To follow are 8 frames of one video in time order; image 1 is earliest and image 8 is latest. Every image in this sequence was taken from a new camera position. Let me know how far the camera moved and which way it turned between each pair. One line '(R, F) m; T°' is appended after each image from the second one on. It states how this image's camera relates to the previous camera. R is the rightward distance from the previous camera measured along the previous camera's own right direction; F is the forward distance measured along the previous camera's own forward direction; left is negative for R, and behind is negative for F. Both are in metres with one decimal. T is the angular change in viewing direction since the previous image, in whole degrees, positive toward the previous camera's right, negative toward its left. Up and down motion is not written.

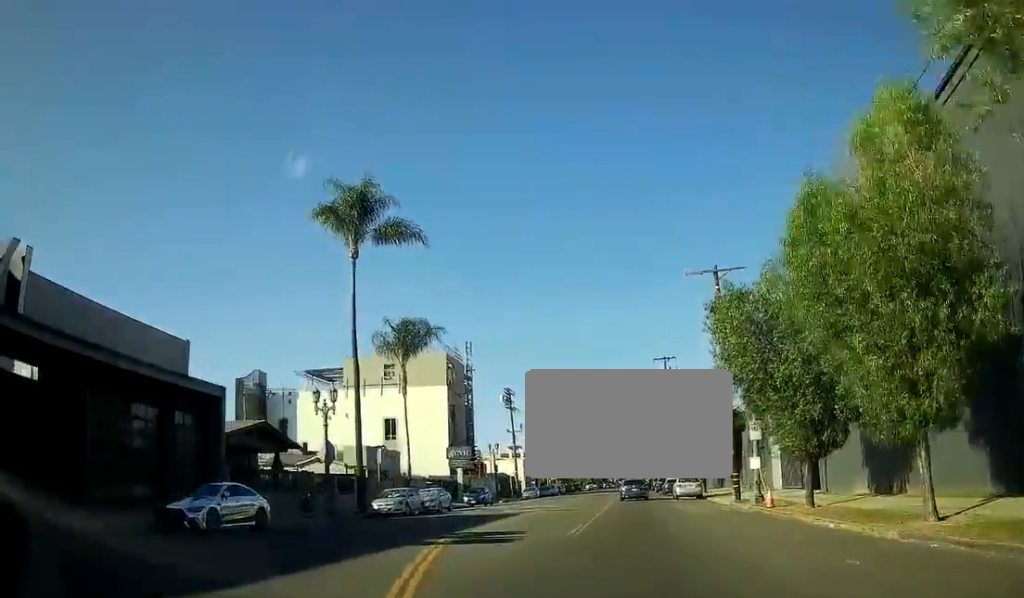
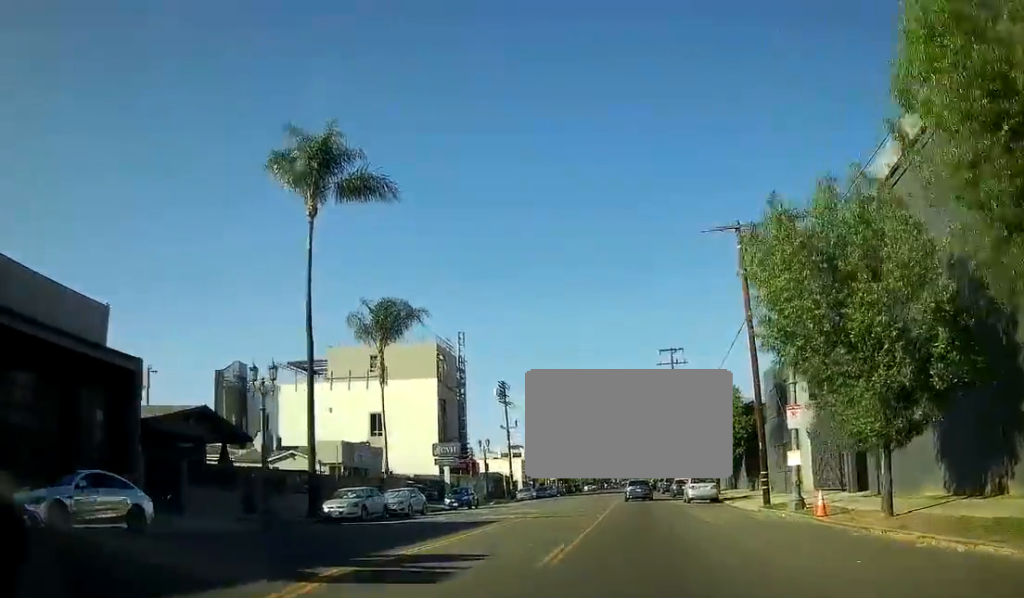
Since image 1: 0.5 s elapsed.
(0.0, +7.0) m; 0°
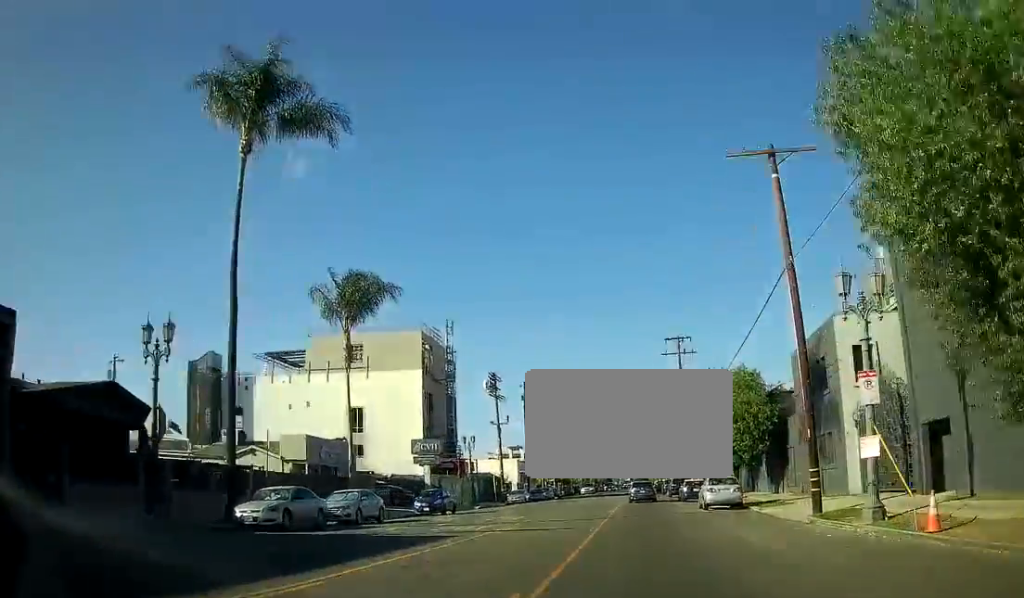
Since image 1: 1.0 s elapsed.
(0.0, +7.5) m; 0°
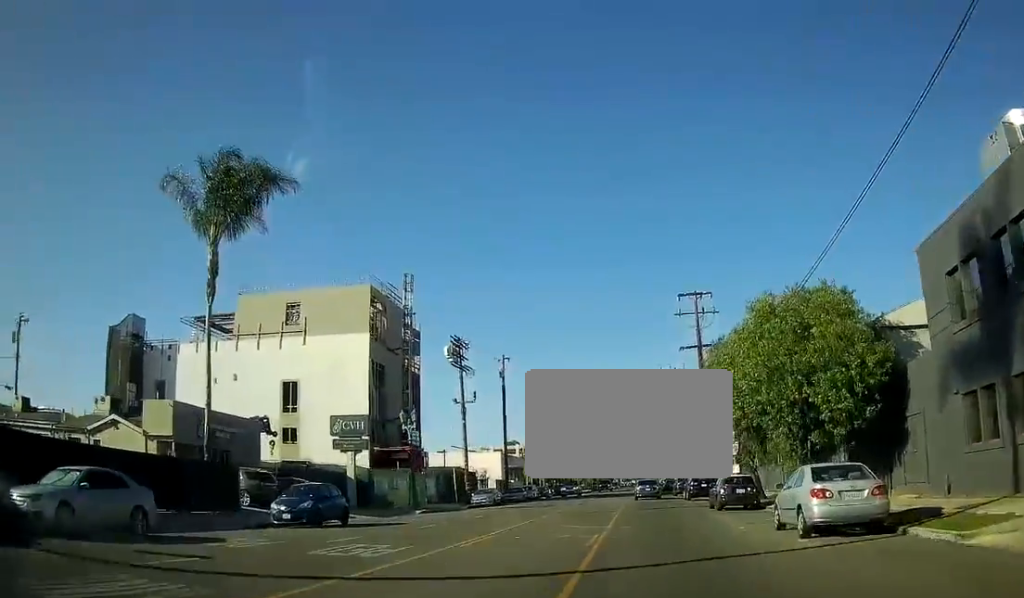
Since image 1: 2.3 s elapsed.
(0.0, +17.3) m; 0°
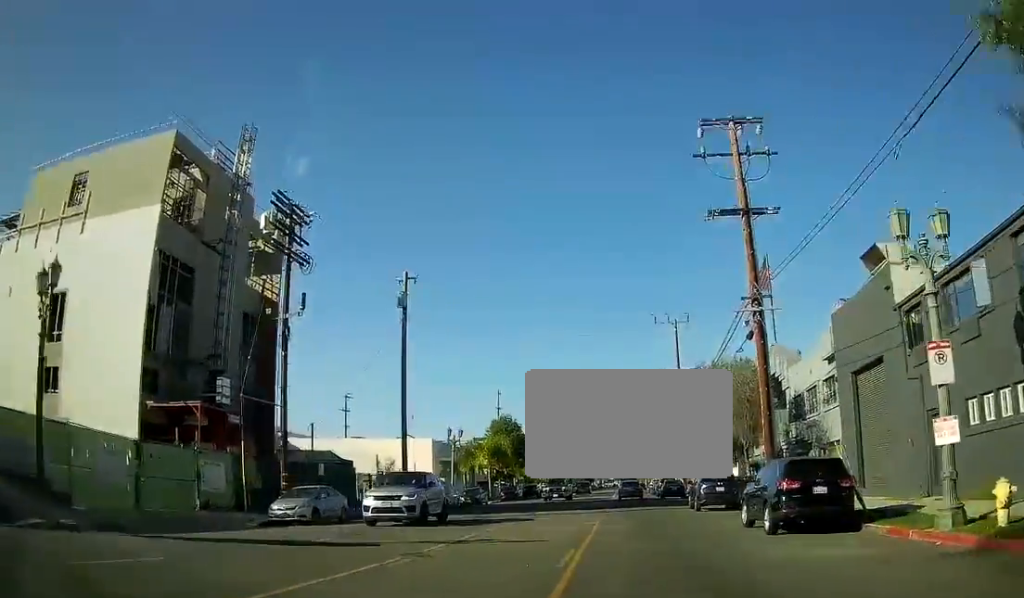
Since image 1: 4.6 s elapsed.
(+0.1, +29.7) m; 0°
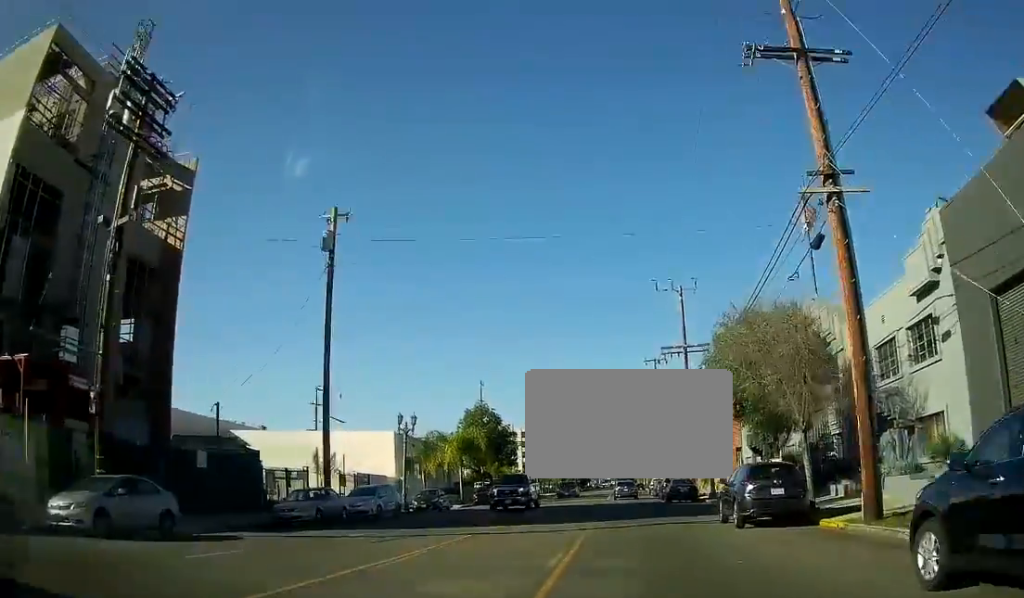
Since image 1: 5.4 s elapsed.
(0.0, +11.7) m; 0°
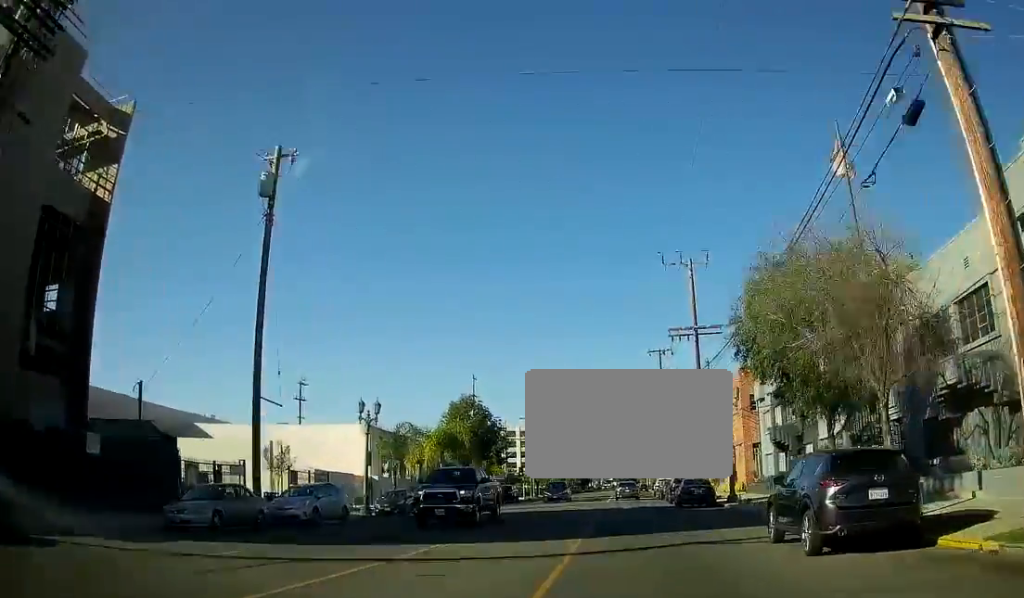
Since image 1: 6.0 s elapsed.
(0.0, +7.3) m; 0°
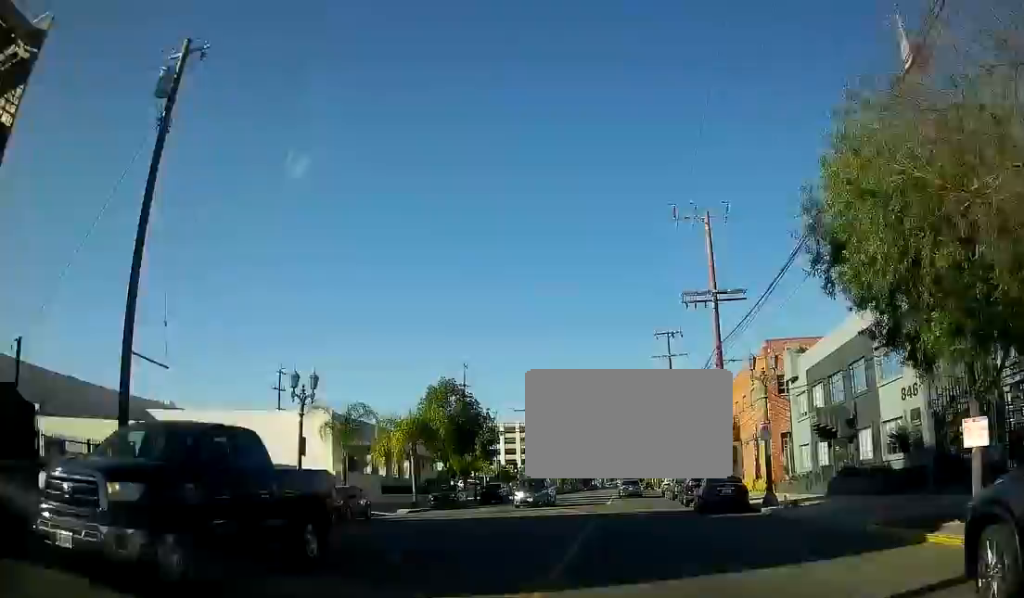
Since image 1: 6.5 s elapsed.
(0.0, +7.9) m; 0°
